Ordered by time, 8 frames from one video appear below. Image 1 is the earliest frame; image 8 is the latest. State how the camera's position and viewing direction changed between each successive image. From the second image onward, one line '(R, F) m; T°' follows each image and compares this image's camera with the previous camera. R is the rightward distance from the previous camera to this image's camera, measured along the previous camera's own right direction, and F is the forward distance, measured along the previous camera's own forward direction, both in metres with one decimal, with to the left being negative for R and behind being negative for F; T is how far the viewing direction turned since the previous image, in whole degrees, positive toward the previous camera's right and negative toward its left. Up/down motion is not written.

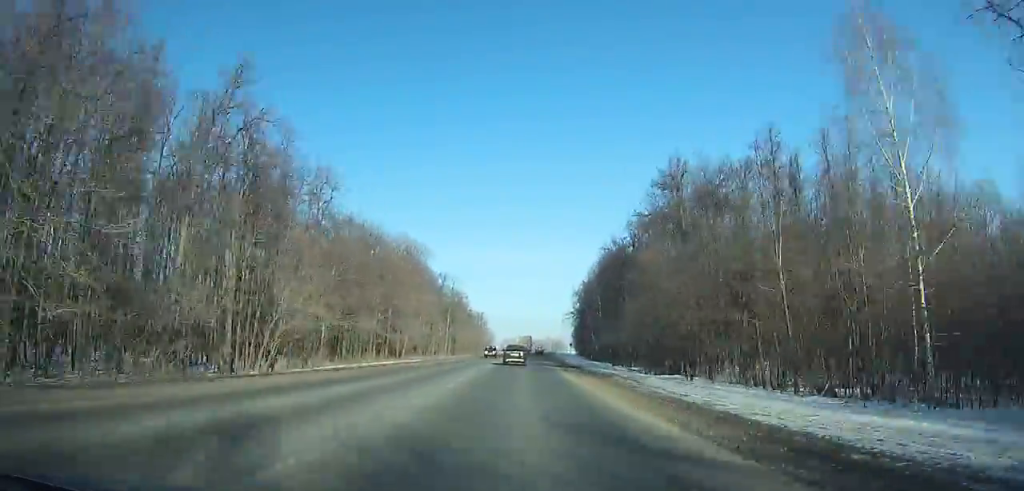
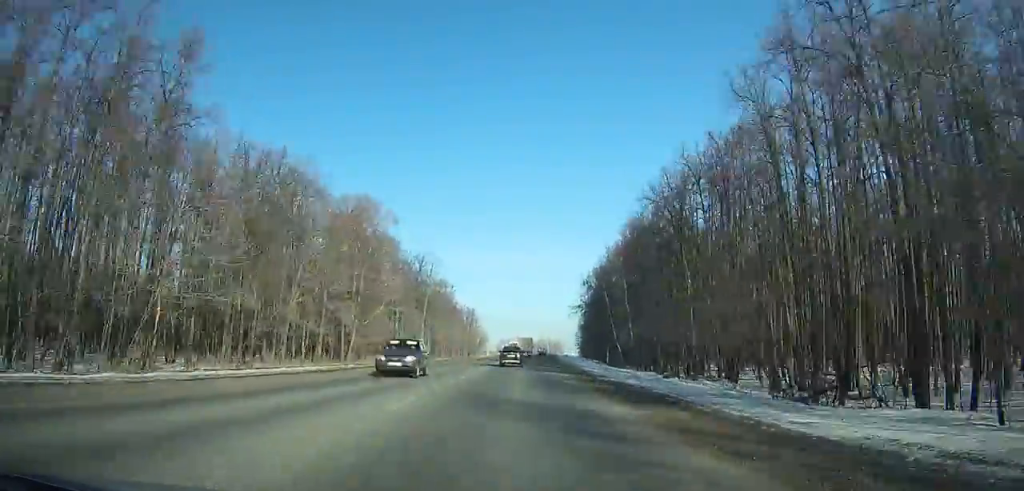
(0.0, +27.4) m; 0°
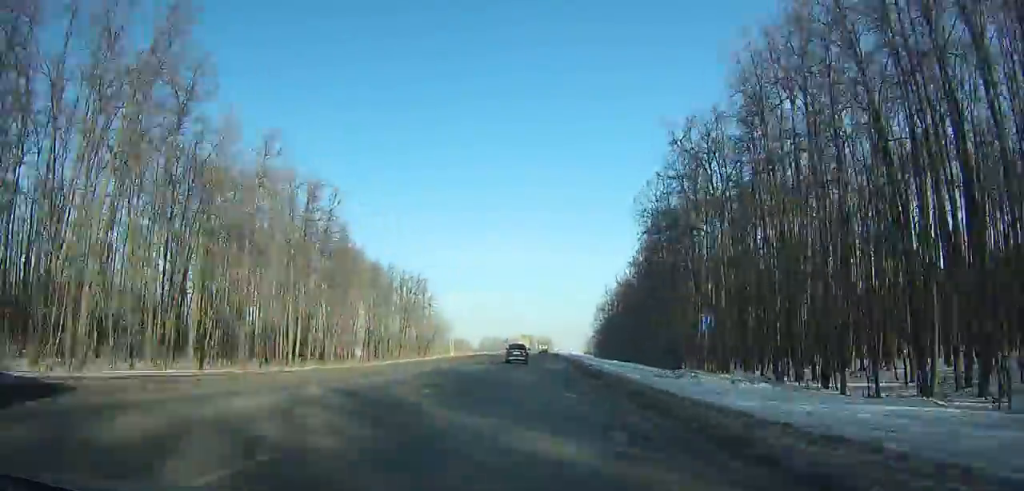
(+1.0, +79.2) m; +1°
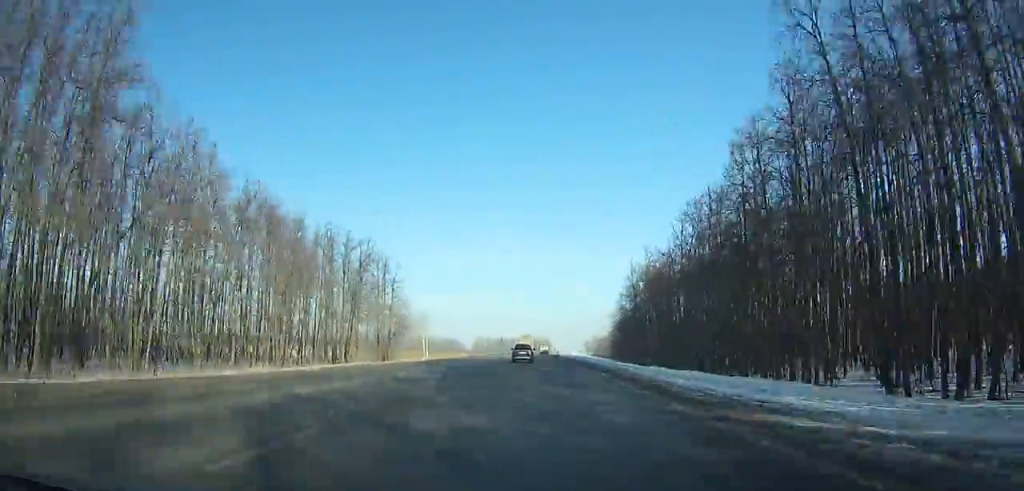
(+0.2, +33.8) m; 0°
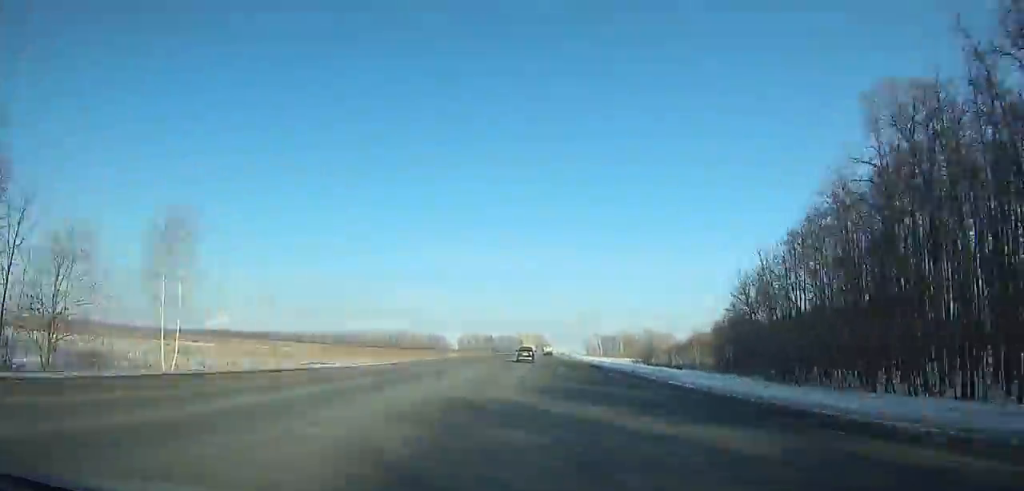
(+0.2, +81.3) m; +1°
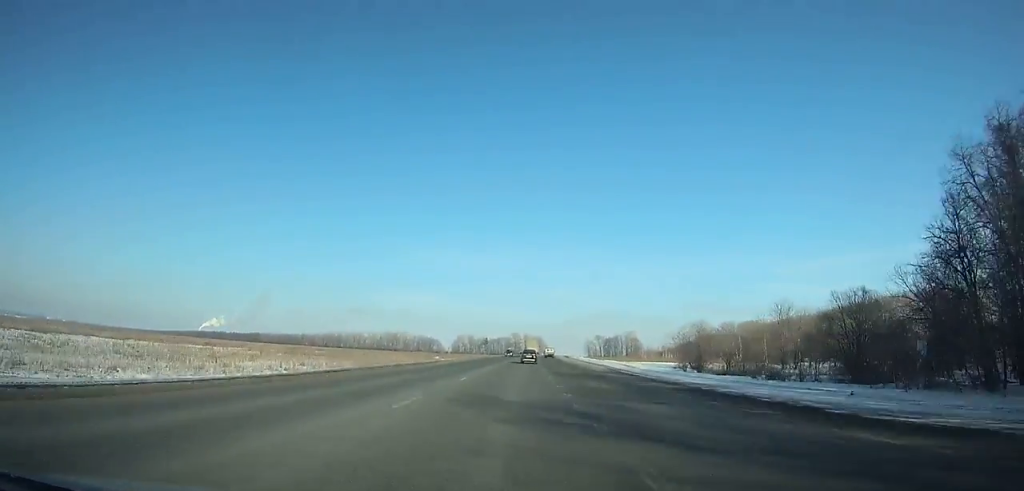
(+0.3, +32.1) m; +1°
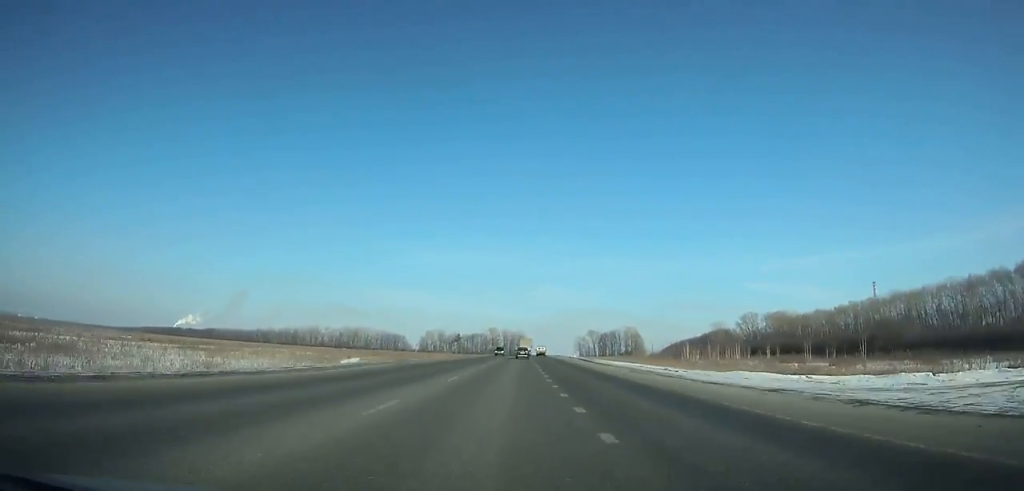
(+1.5, +86.4) m; +1°
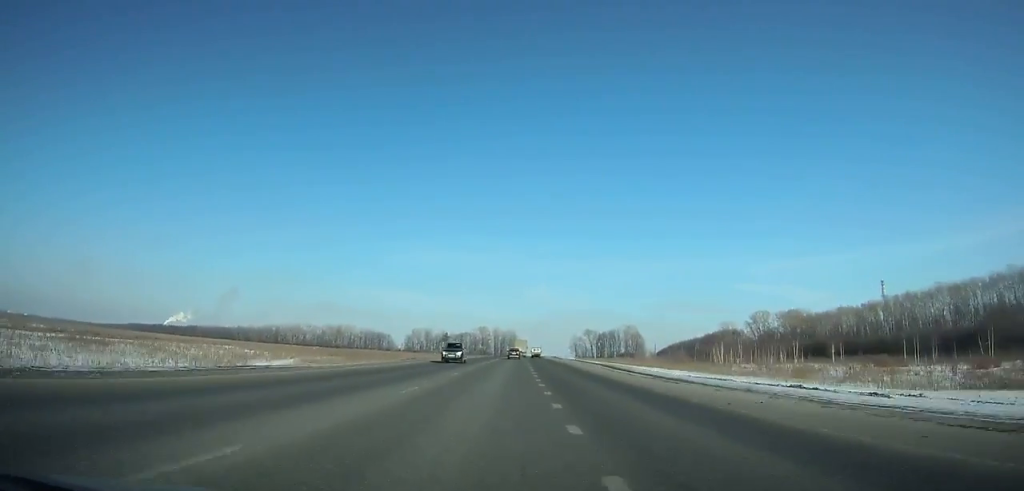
(+0.2, +31.0) m; 0°
